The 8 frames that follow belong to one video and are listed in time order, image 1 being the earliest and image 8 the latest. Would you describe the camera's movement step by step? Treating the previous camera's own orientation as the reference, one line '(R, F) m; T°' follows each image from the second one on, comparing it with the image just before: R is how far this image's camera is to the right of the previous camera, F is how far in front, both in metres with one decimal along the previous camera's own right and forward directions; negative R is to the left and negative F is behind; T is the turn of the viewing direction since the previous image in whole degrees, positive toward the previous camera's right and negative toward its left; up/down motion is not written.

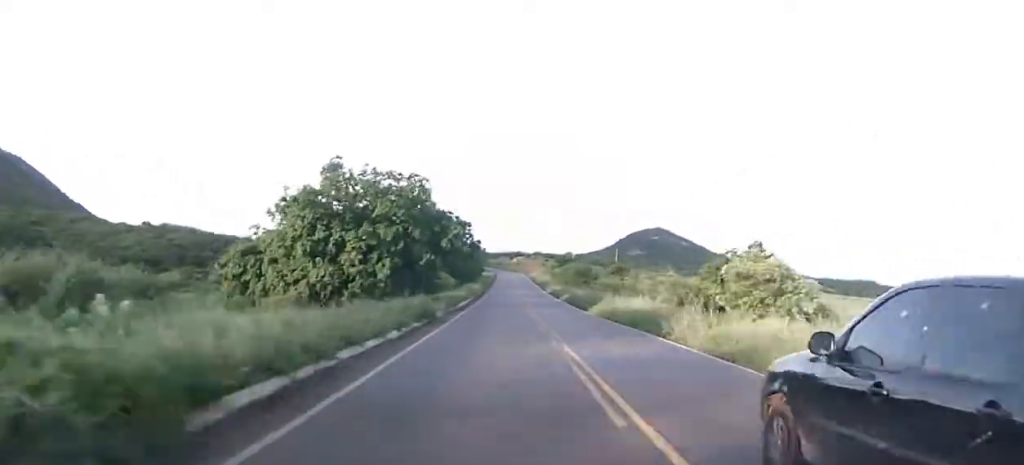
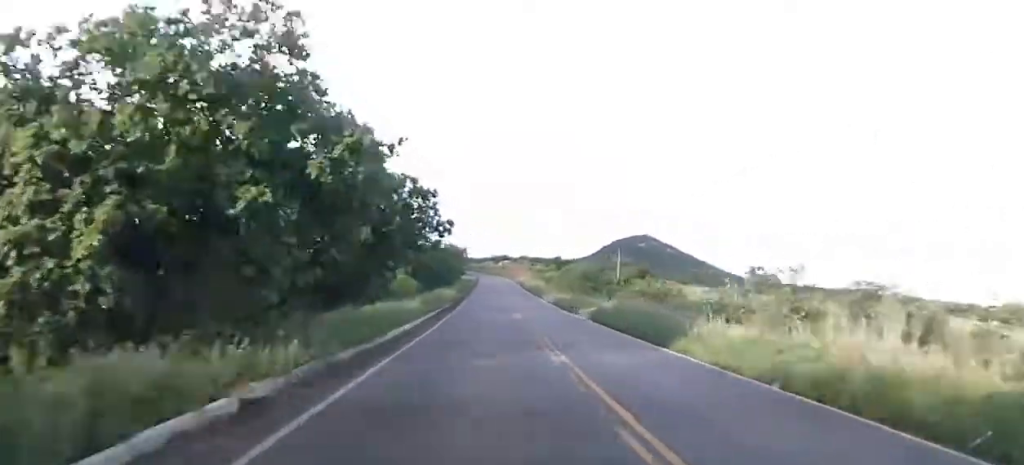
(+0.2, +20.6) m; +1°
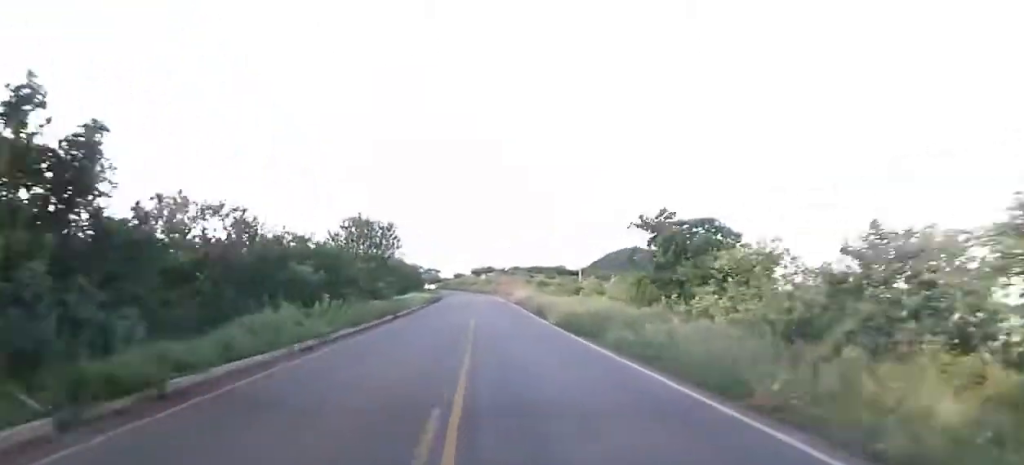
(+1.0, +65.2) m; +1°
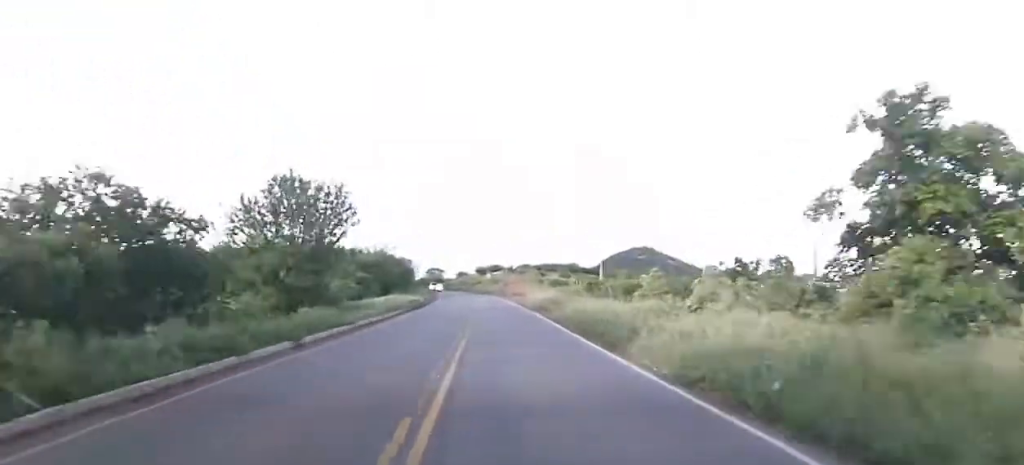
(+0.4, +17.2) m; 0°
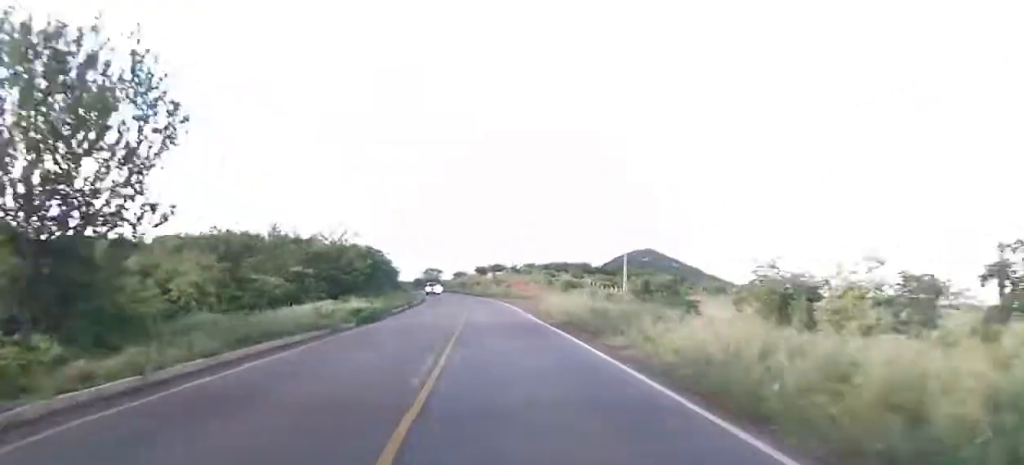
(-0.5, +18.3) m; -1°
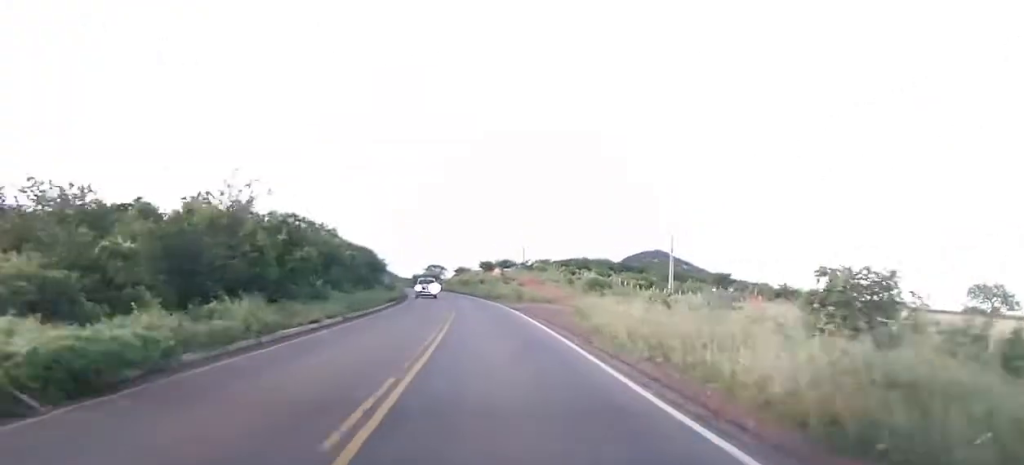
(-0.2, +20.2) m; -1°
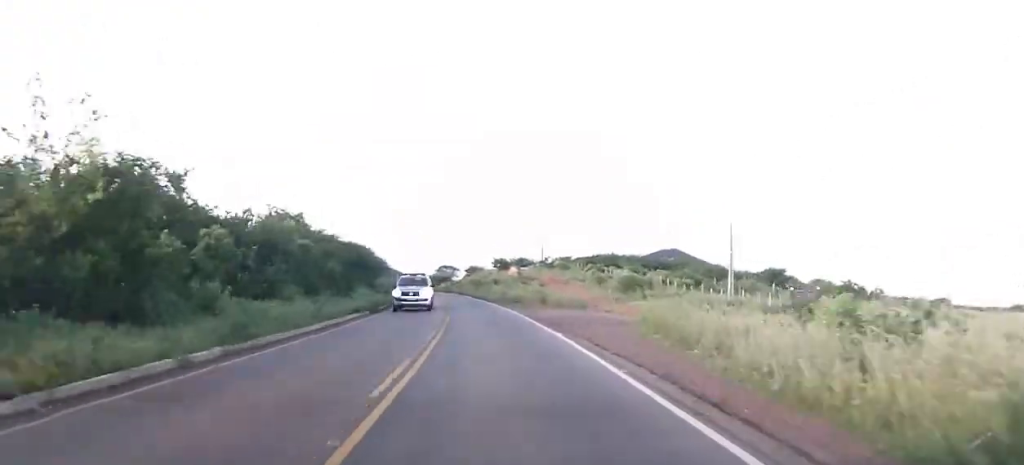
(+0.2, +14.1) m; -1°
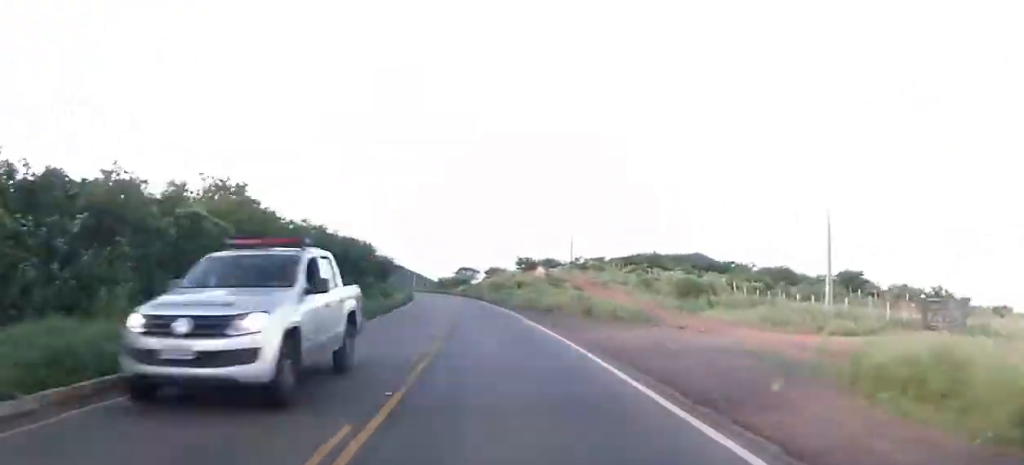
(-0.2, +13.9) m; -1°
